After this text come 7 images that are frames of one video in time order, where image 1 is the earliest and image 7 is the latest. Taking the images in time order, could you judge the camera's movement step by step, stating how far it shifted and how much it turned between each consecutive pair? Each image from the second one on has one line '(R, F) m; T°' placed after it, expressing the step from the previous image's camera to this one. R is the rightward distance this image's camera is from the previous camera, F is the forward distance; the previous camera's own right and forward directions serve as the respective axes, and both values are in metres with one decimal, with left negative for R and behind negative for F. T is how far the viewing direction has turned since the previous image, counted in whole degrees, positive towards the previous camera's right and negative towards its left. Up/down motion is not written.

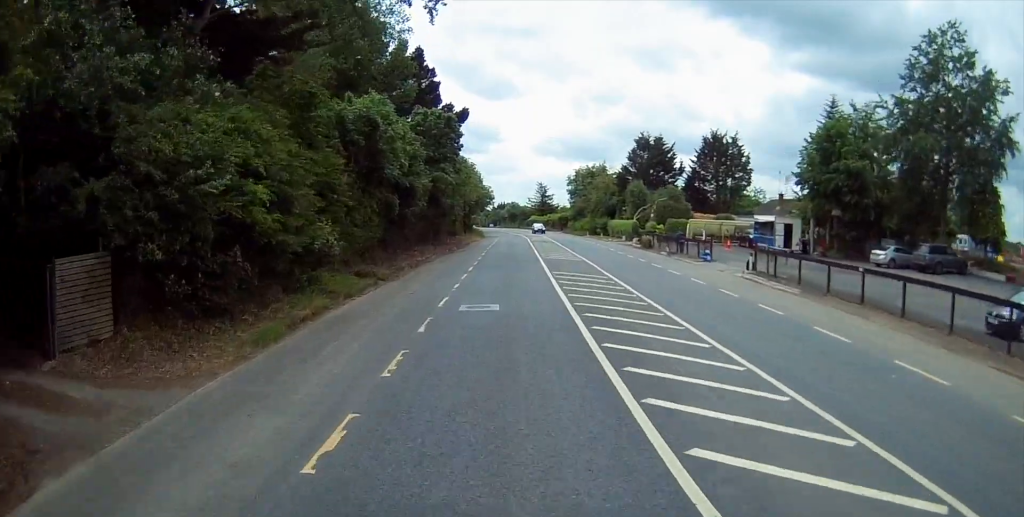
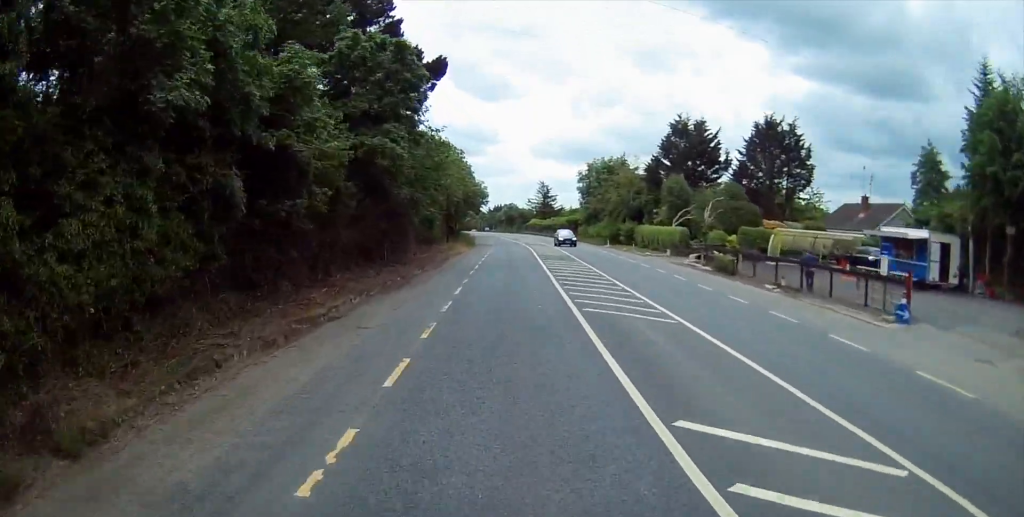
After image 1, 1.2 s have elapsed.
(+0.1, +20.9) m; 0°
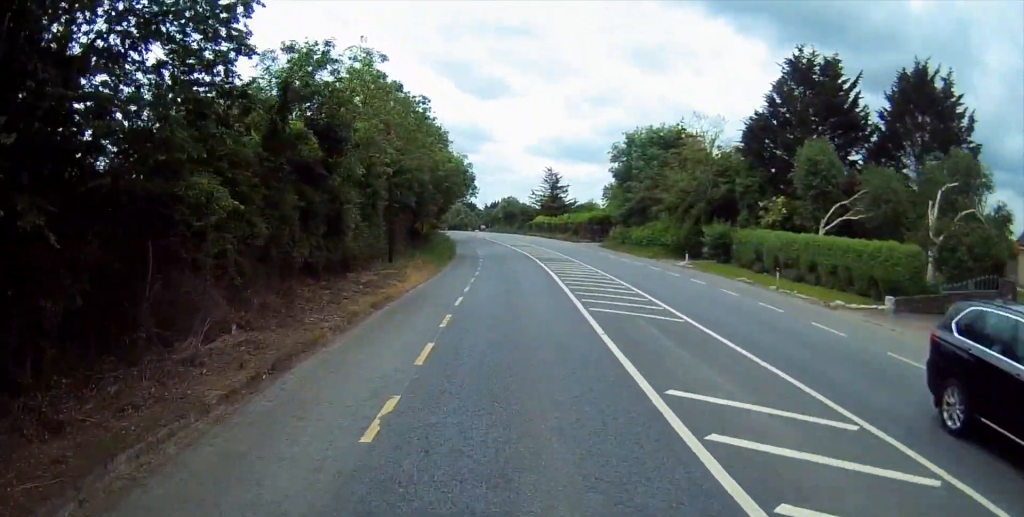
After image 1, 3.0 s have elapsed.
(0.0, +30.8) m; 0°
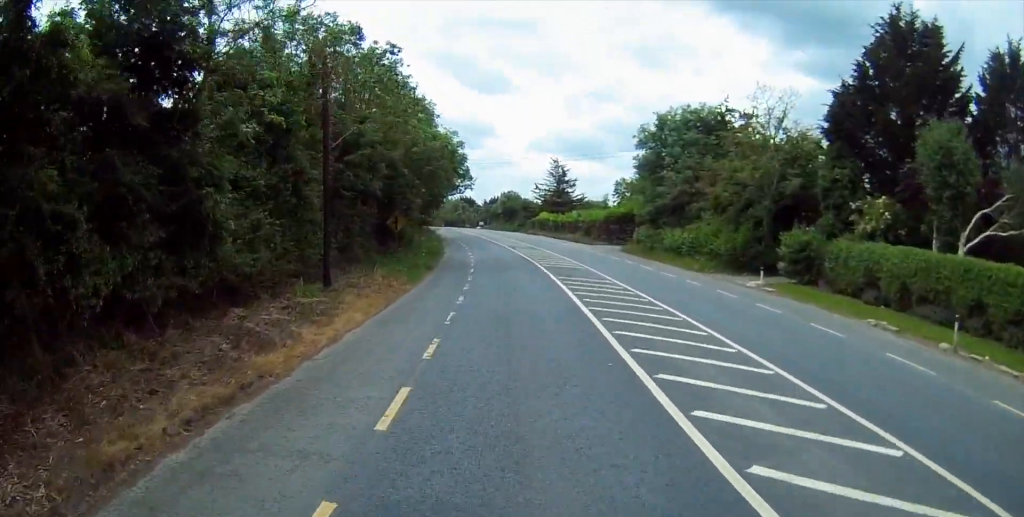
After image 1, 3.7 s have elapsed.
(0.0, +12.0) m; 0°
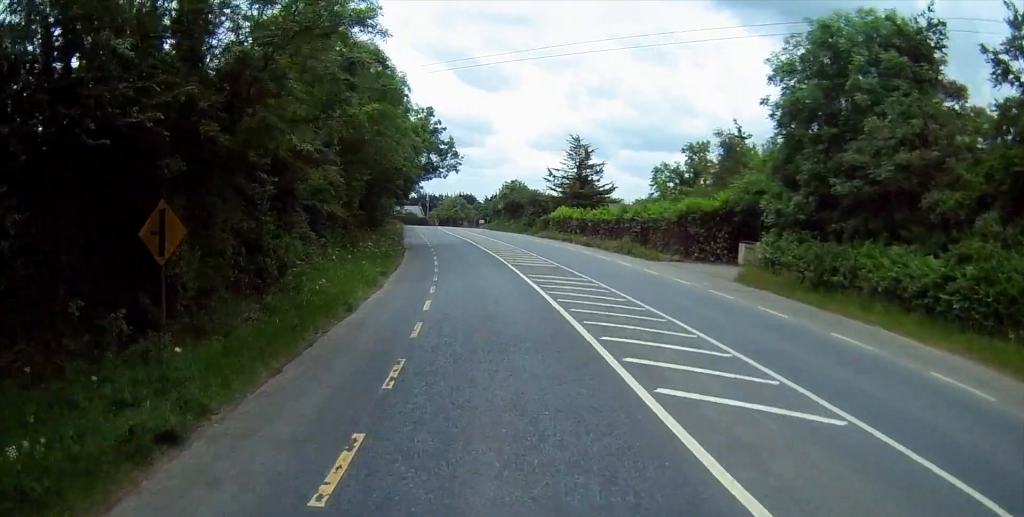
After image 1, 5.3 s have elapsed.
(-0.1, +26.9) m; -1°
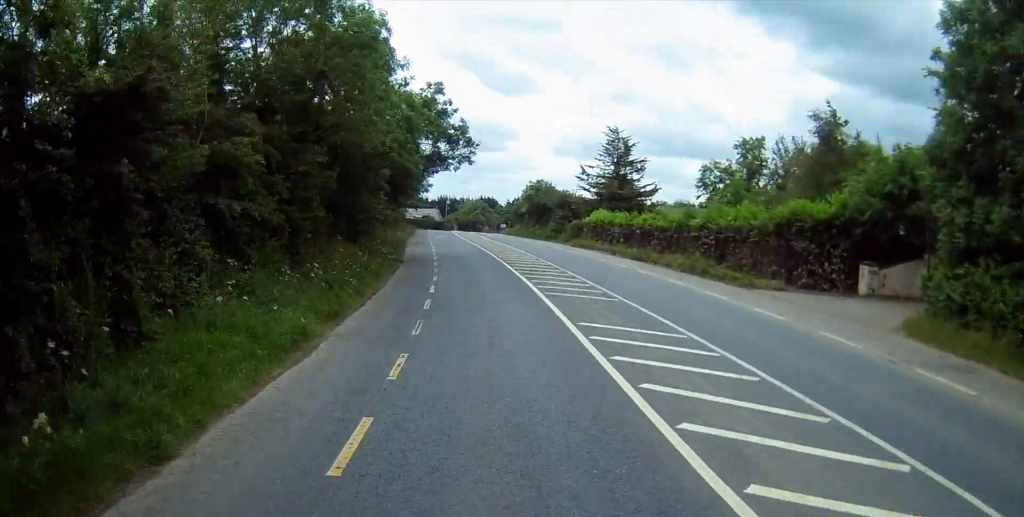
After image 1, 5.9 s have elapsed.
(-0.1, +11.3) m; -1°
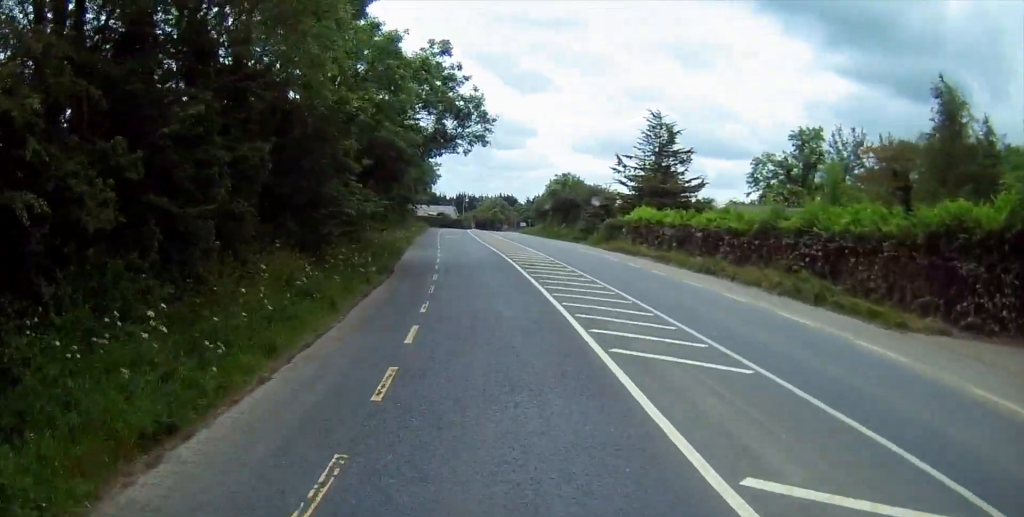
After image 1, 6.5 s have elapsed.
(0.0, +9.7) m; -1°
